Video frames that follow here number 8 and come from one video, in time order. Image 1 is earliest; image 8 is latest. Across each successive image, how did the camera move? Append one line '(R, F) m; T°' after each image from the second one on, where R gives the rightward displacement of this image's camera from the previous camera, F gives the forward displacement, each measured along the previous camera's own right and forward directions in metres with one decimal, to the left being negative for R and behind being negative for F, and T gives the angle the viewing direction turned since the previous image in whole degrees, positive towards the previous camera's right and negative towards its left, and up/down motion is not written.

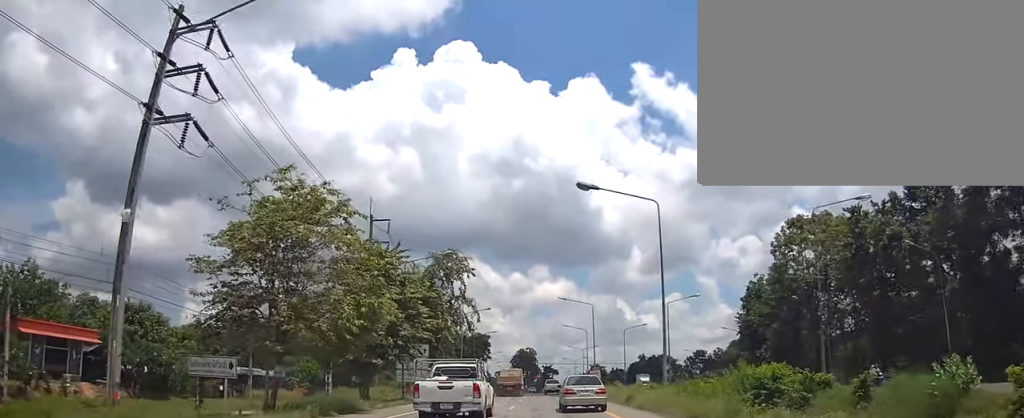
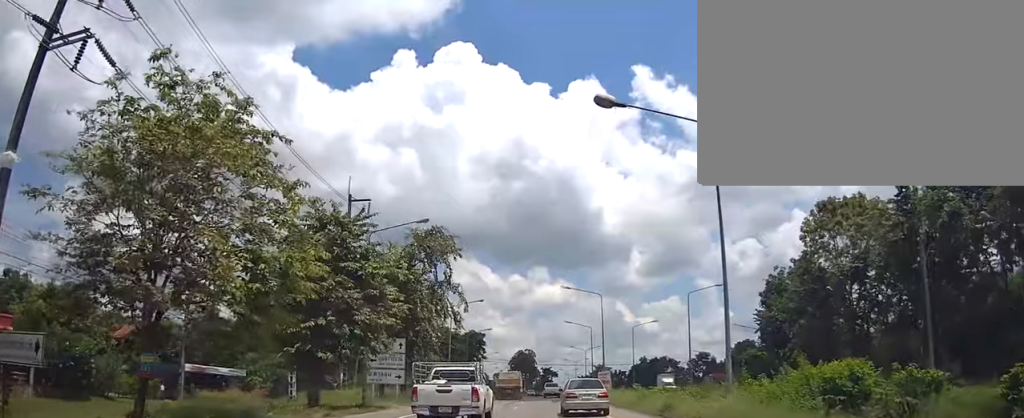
(-0.1, +8.4) m; 0°
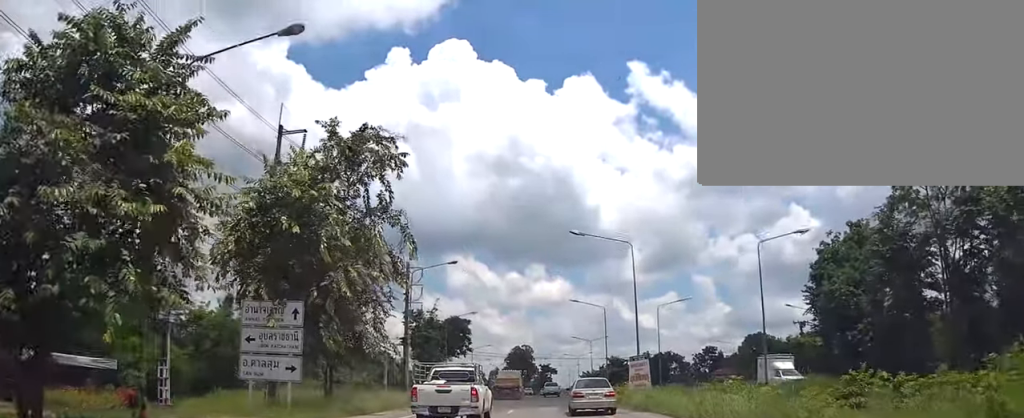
(+0.1, +17.6) m; +1°
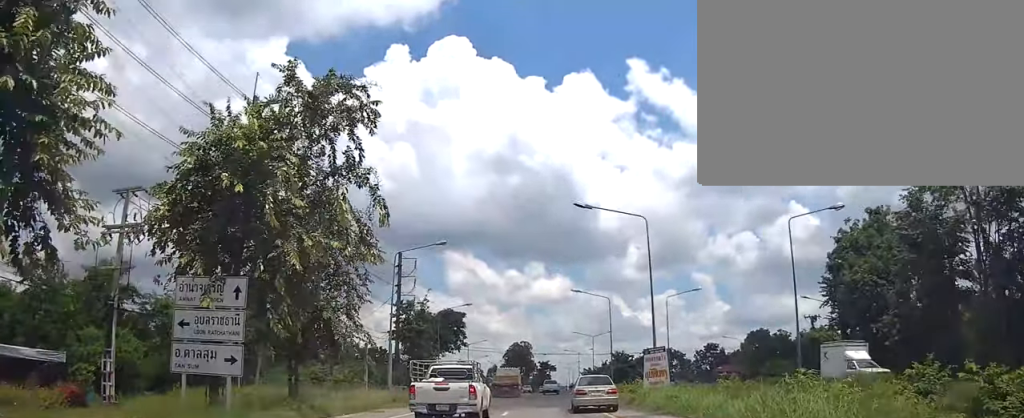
(+0.1, +4.6) m; 0°
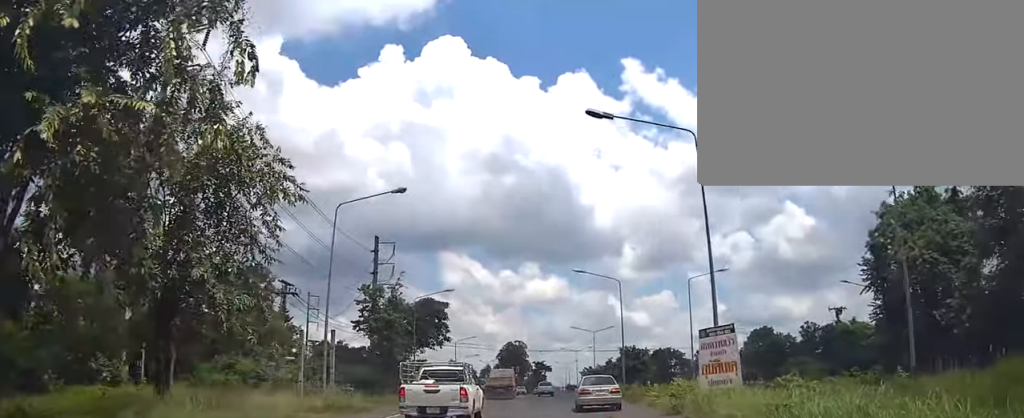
(+0.2, +9.8) m; 0°
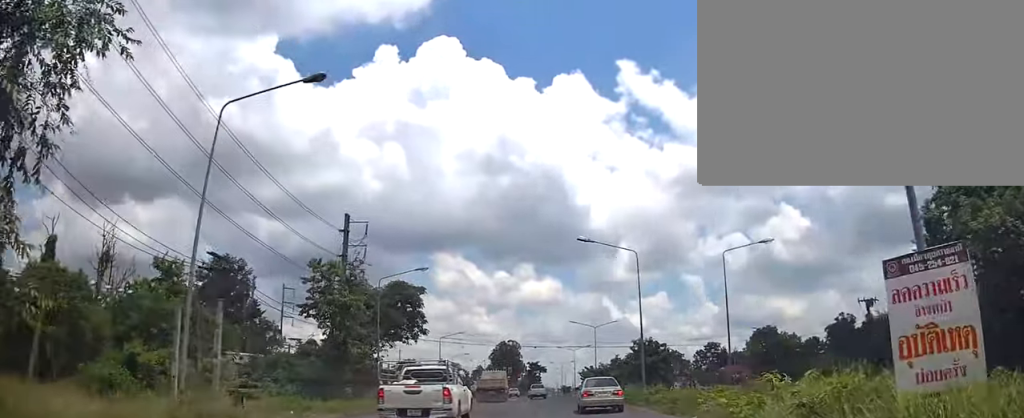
(-0.2, +9.5) m; -1°
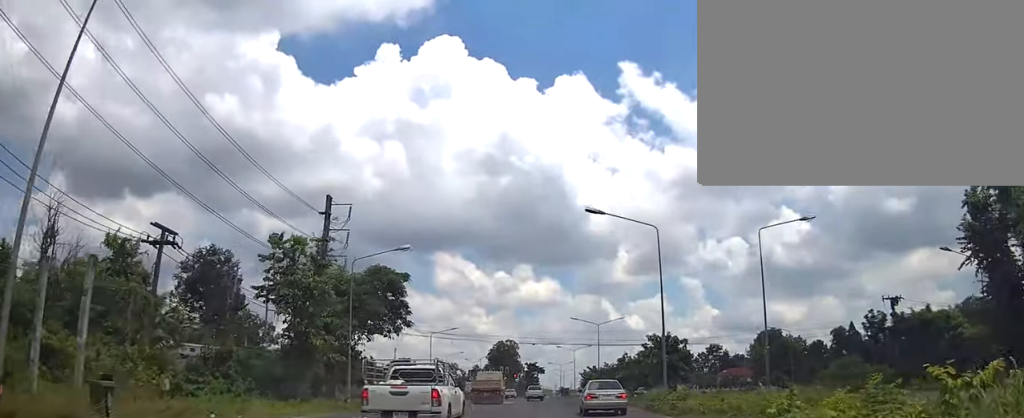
(0.0, +5.8) m; +1°
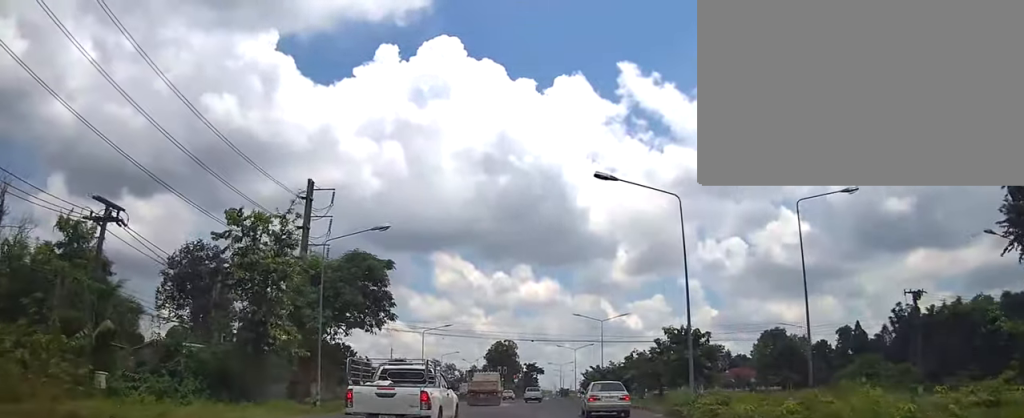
(0.0, +4.6) m; +1°
